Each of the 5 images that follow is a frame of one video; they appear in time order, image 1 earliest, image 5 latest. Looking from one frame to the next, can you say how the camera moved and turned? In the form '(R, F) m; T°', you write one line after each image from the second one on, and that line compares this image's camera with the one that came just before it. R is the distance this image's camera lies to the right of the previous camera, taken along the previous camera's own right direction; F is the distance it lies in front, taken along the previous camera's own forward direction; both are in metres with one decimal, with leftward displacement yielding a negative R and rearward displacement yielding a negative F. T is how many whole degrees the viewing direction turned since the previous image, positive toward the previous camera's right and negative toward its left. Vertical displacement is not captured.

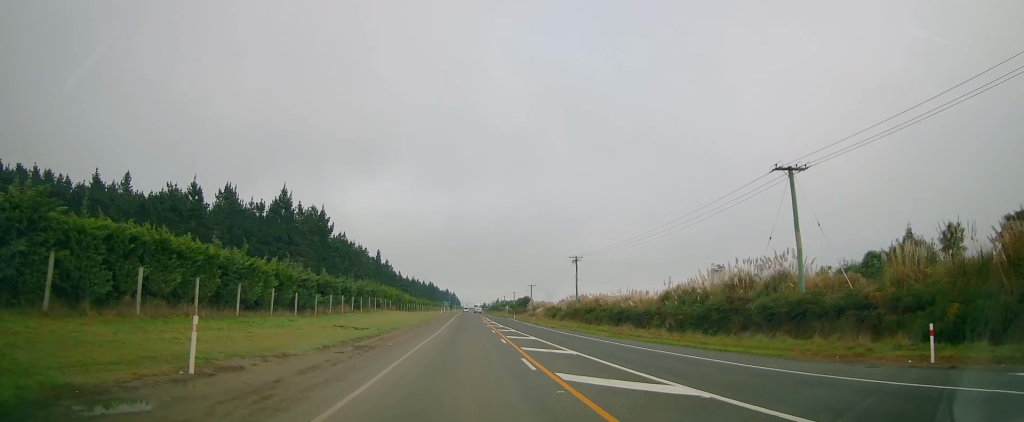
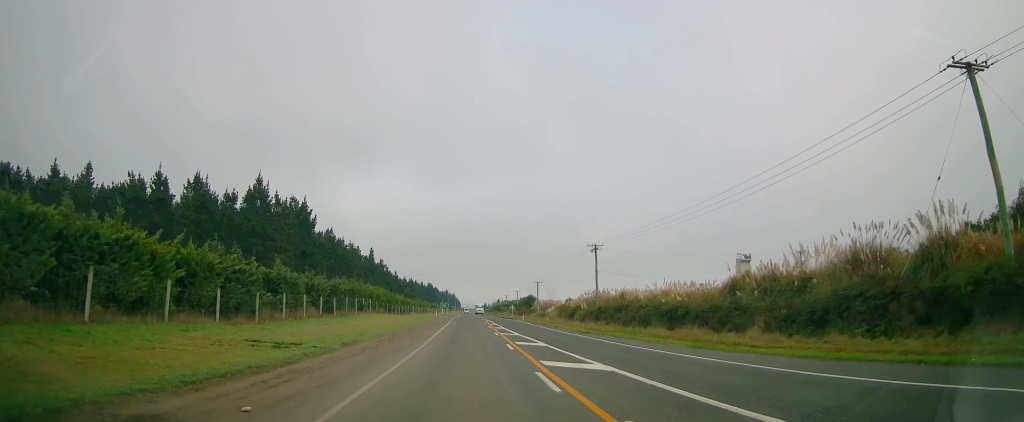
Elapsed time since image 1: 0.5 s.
(0.0, +14.2) m; 0°
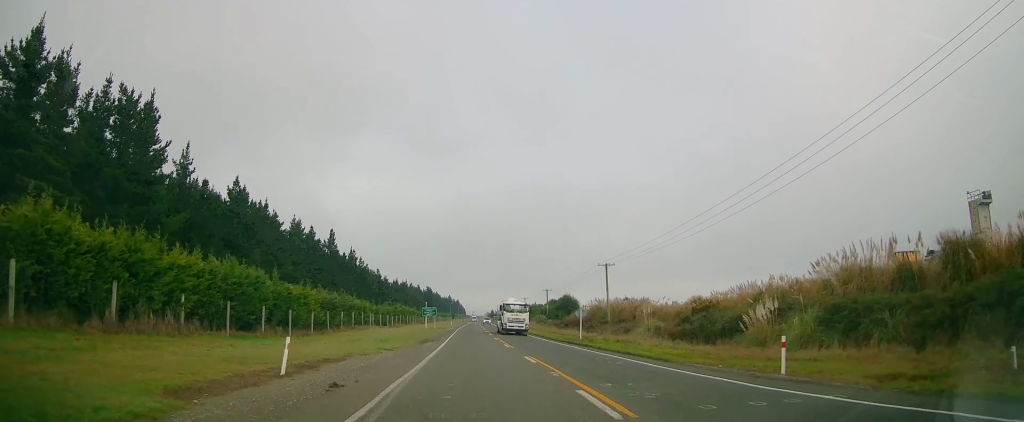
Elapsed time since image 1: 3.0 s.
(-0.4, +64.2) m; 0°
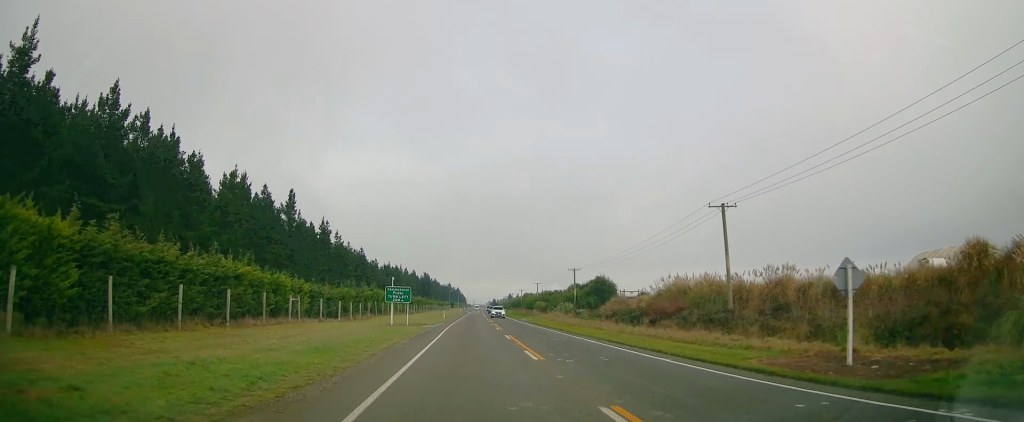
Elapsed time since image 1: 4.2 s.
(+0.5, +33.3) m; 0°
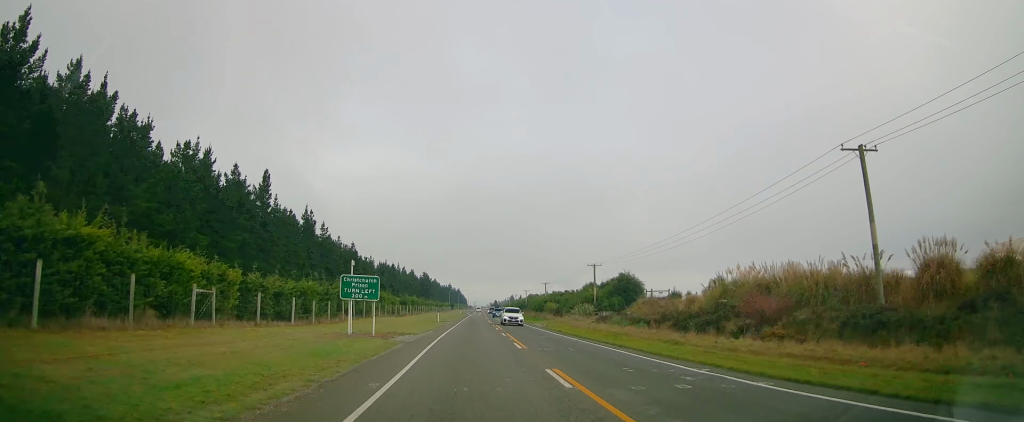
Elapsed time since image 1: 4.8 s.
(-0.1, +14.9) m; -1°
